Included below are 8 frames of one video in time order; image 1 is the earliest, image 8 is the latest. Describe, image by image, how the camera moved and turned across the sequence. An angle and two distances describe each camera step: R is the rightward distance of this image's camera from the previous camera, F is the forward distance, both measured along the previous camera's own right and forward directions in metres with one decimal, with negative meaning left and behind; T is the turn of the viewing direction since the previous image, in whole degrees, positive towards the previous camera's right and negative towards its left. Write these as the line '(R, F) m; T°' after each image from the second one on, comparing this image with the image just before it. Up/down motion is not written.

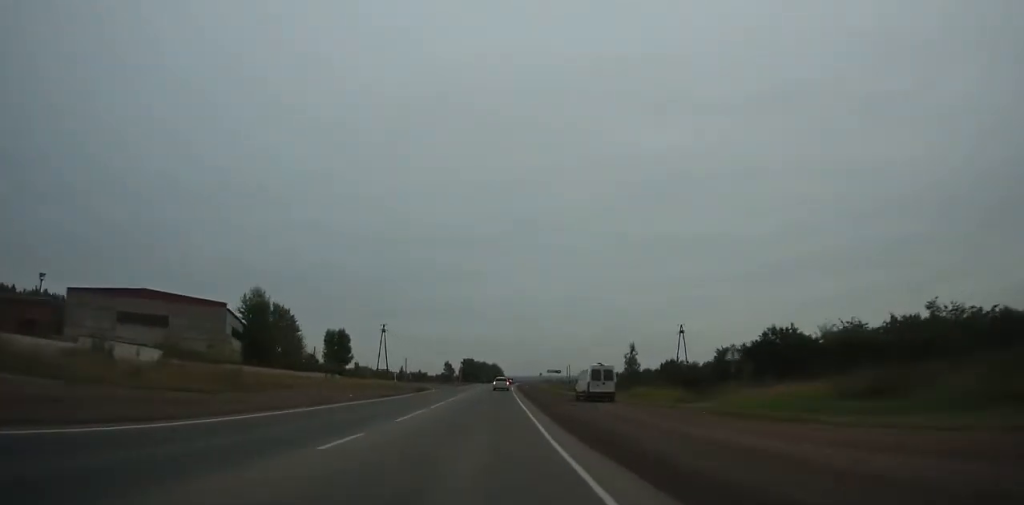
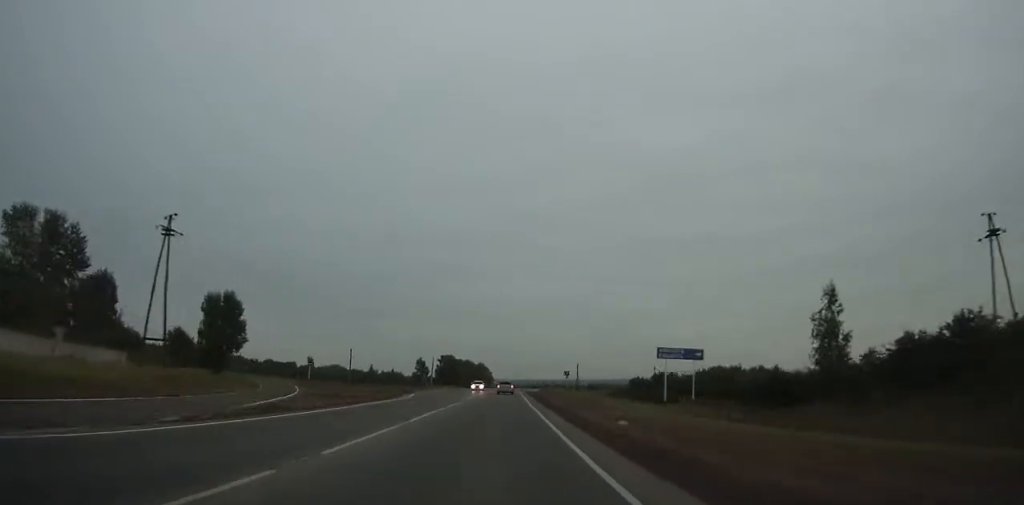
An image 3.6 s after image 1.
(+0.5, +81.2) m; +1°
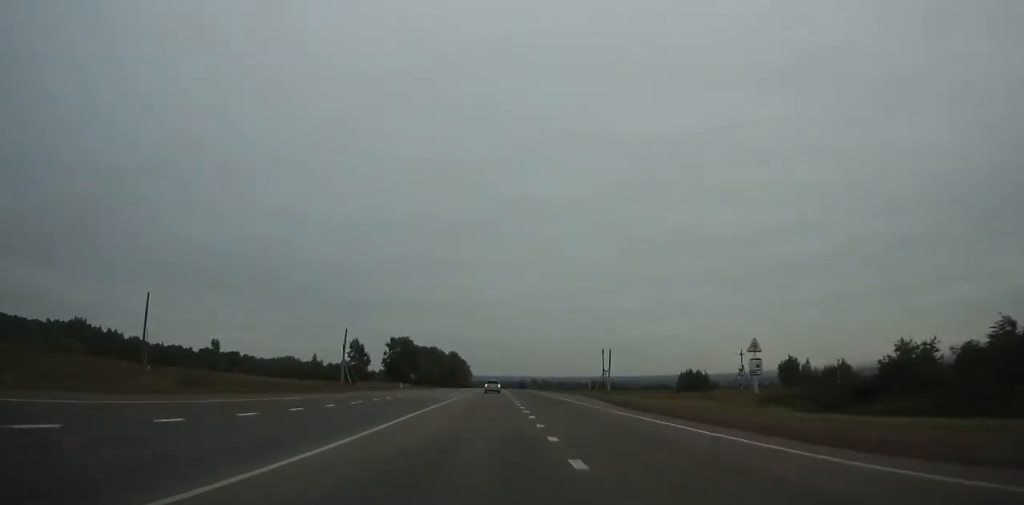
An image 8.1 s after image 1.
(+1.9, +101.1) m; +2°
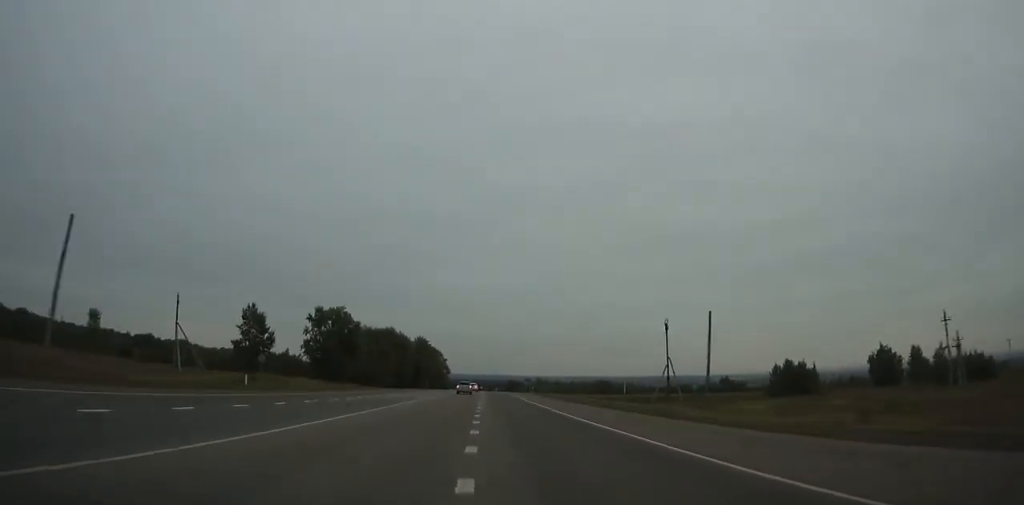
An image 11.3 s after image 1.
(+0.6, +73.6) m; 0°
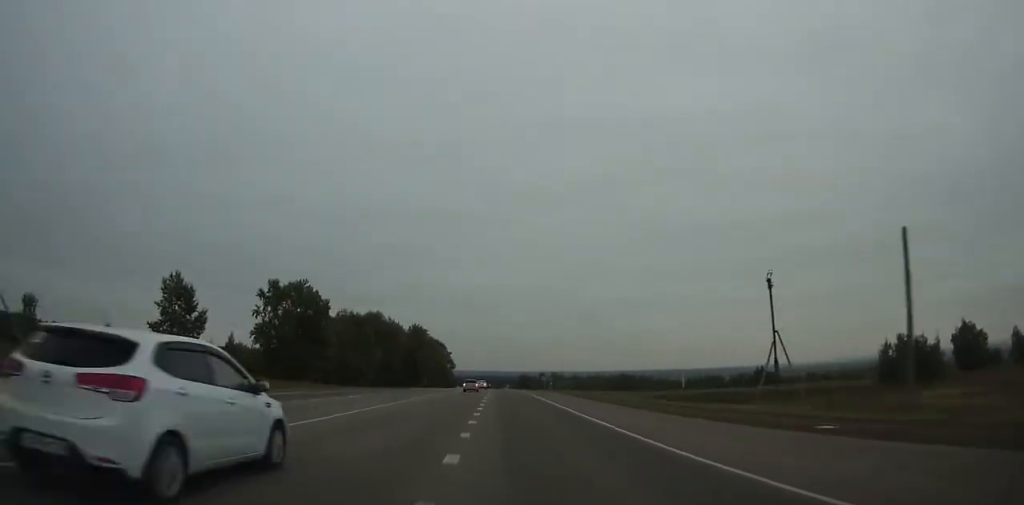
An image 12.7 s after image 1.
(+0.4, +32.7) m; 0°
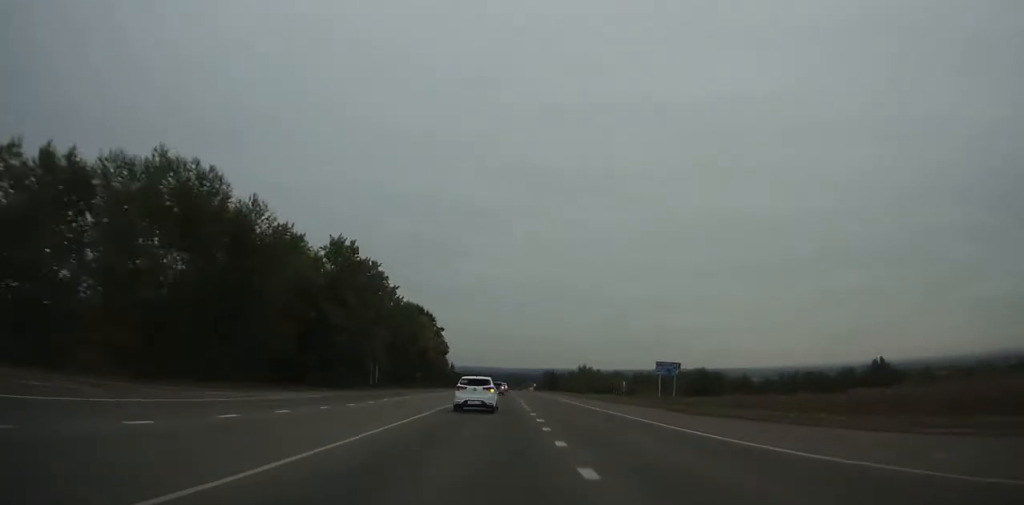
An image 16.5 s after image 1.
(-1.7, +92.6) m; -1°
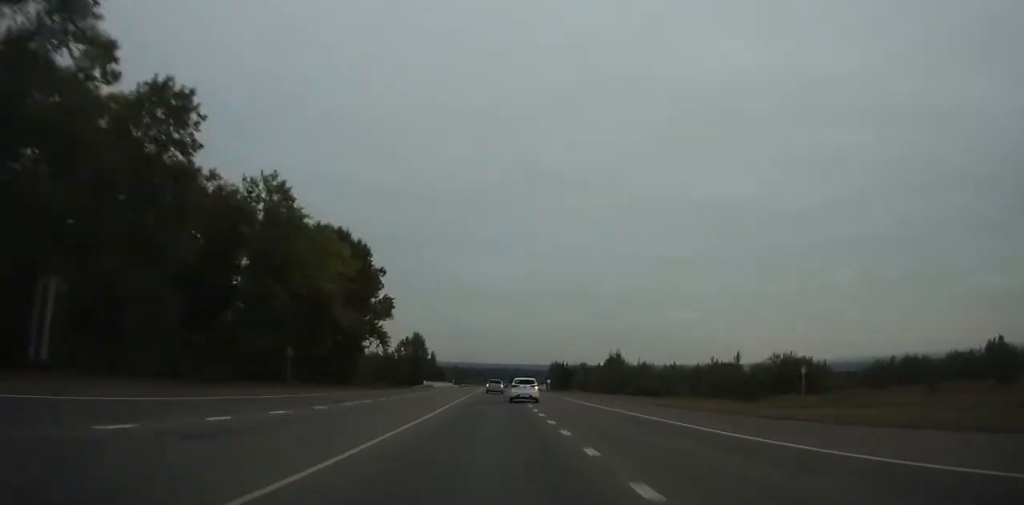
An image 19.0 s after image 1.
(-0.1, +63.1) m; 0°
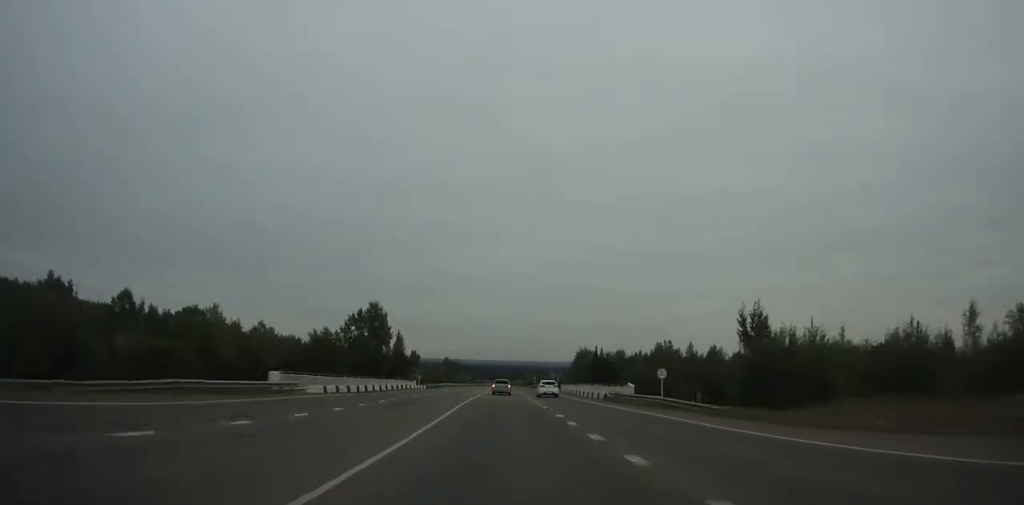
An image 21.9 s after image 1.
(+0.2, +75.1) m; 0°
